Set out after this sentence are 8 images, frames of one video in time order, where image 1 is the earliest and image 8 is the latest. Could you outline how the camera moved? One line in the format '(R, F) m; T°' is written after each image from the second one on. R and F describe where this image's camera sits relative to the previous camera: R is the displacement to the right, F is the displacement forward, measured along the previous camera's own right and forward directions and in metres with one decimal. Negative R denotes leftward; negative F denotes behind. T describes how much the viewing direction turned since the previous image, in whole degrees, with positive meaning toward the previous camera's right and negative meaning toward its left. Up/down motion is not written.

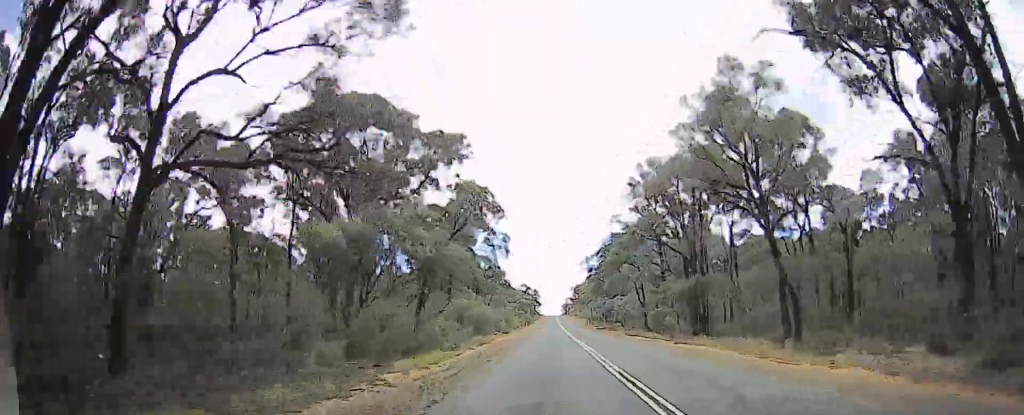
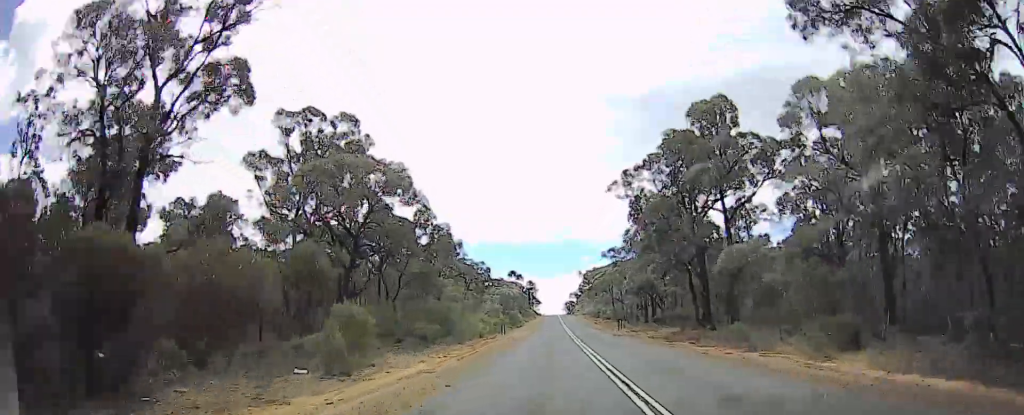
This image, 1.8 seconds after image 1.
(-0.1, +47.3) m; +1°
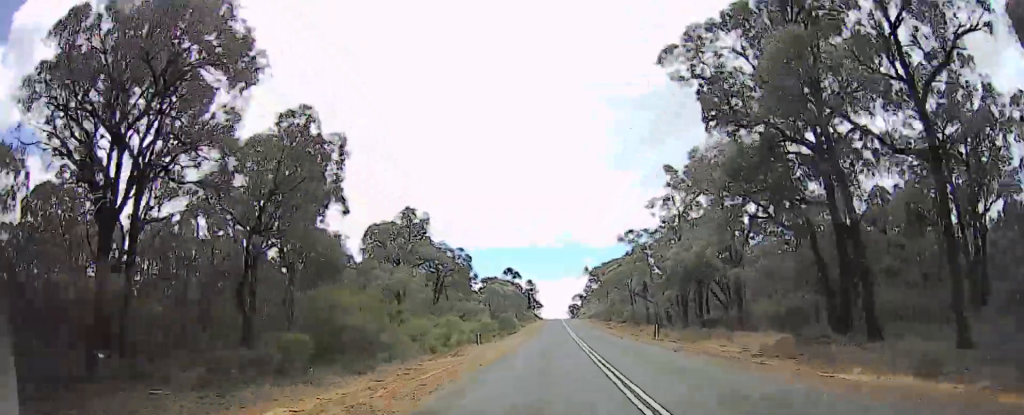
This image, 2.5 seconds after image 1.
(+0.1, +18.2) m; +1°
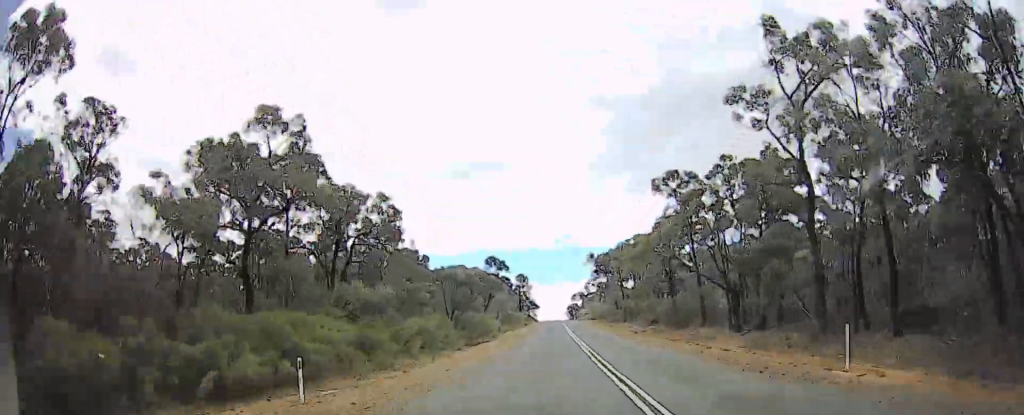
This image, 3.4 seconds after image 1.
(+0.6, +25.2) m; -1°
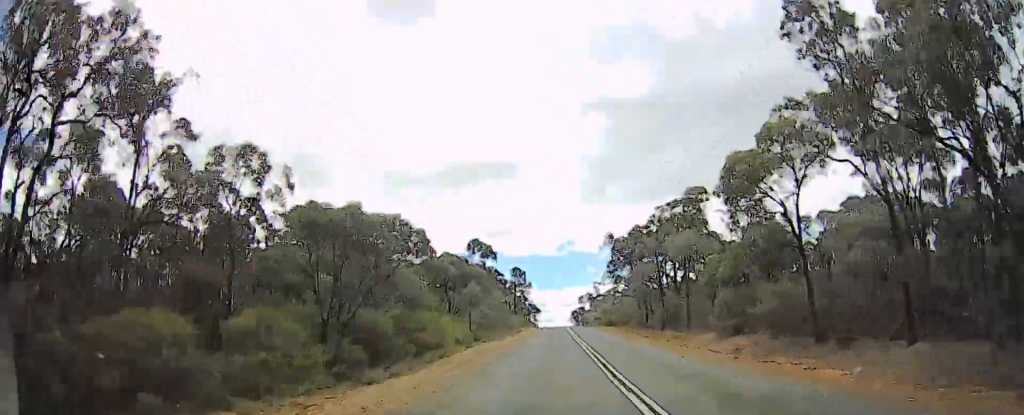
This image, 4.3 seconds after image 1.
(-0.8, +24.2) m; -2°
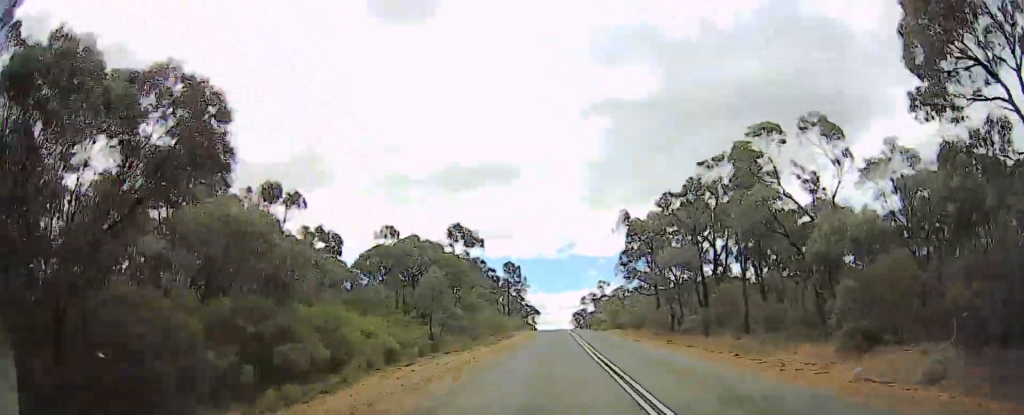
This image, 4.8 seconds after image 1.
(0.0, +14.5) m; +1°
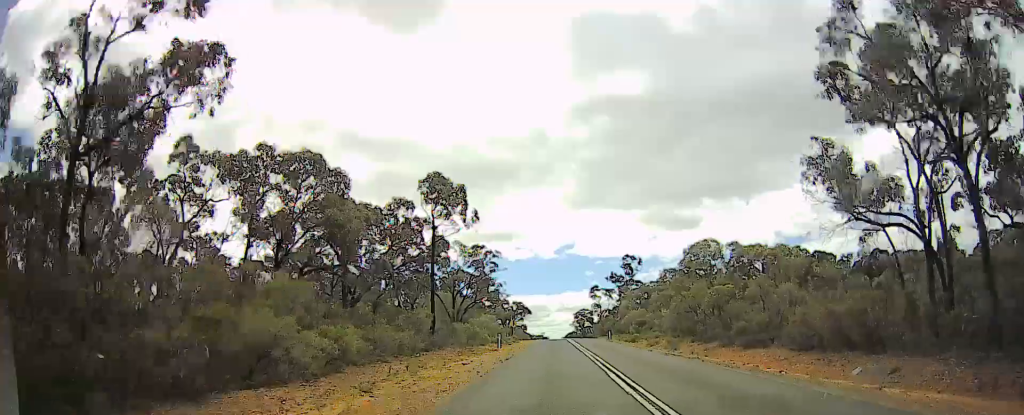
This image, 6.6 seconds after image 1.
(+1.7, +54.3) m; +2°
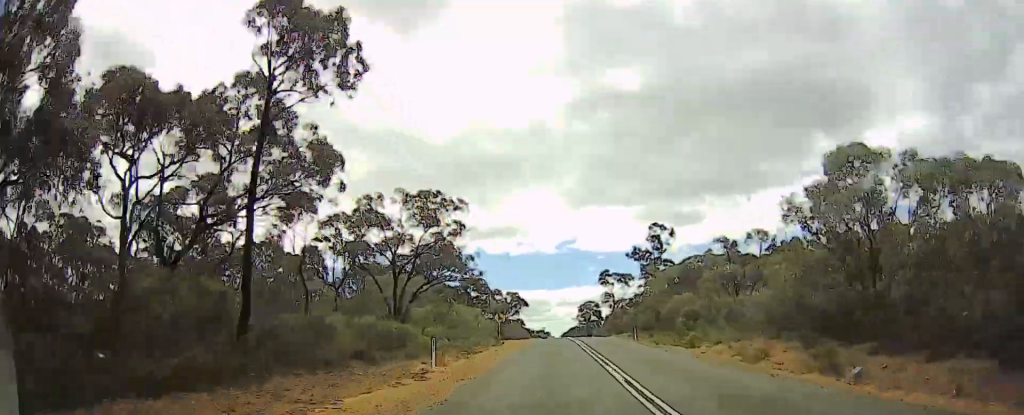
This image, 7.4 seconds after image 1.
(-0.4, +23.2) m; -1°
